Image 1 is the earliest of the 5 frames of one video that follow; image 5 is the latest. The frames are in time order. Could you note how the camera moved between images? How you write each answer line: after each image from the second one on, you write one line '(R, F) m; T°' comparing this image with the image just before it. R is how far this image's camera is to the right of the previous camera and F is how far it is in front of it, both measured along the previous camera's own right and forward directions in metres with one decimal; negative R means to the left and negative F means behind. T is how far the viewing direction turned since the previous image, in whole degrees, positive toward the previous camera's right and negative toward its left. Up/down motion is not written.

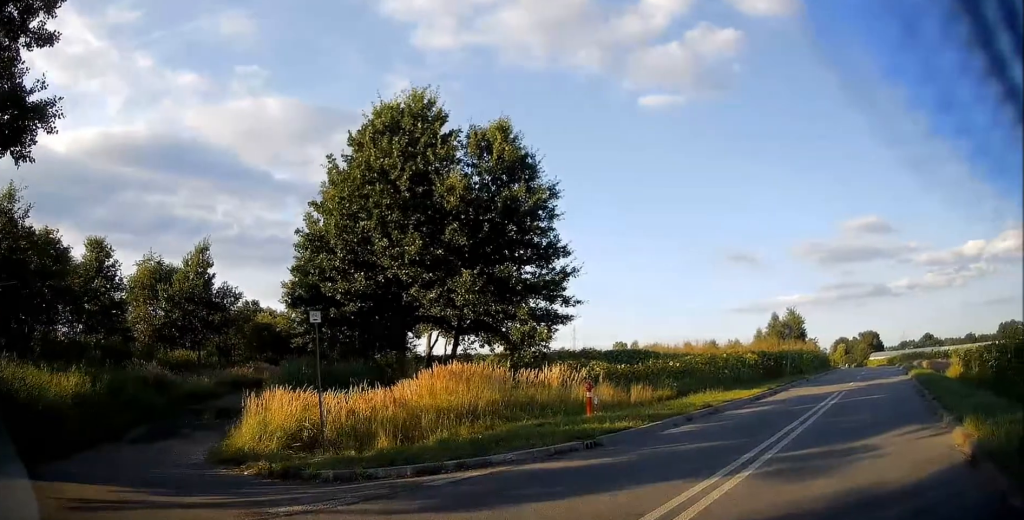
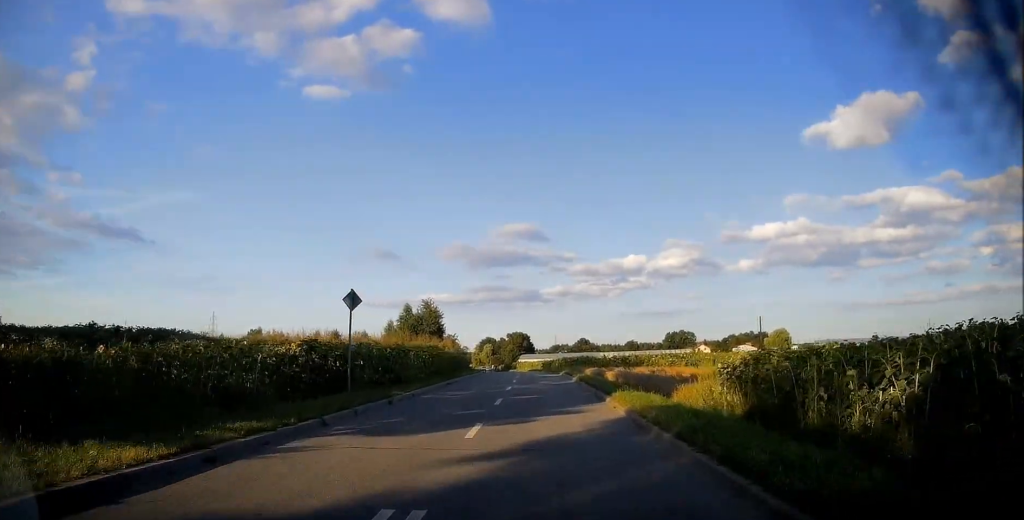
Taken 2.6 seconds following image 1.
(+3.6, +17.0) m; +12°
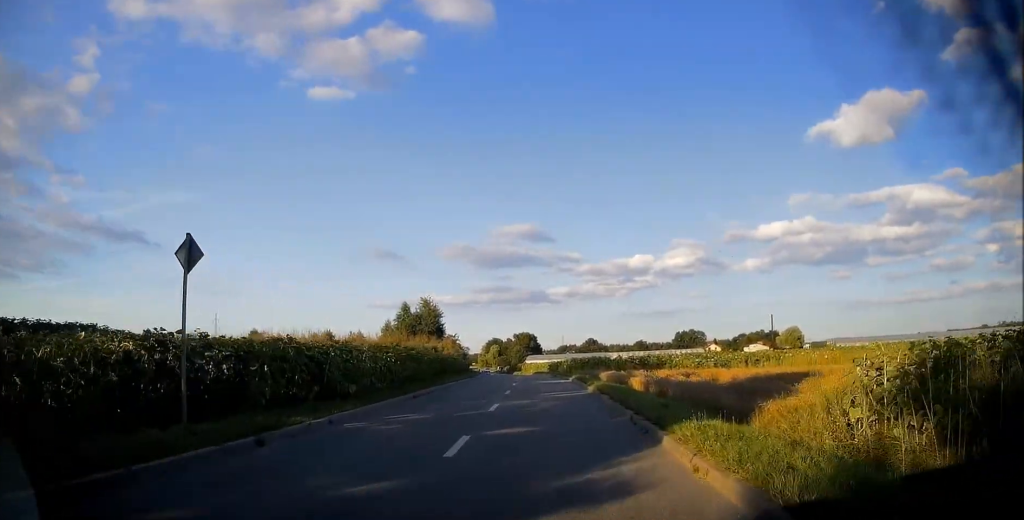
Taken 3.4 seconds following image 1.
(0.0, +7.8) m; 0°
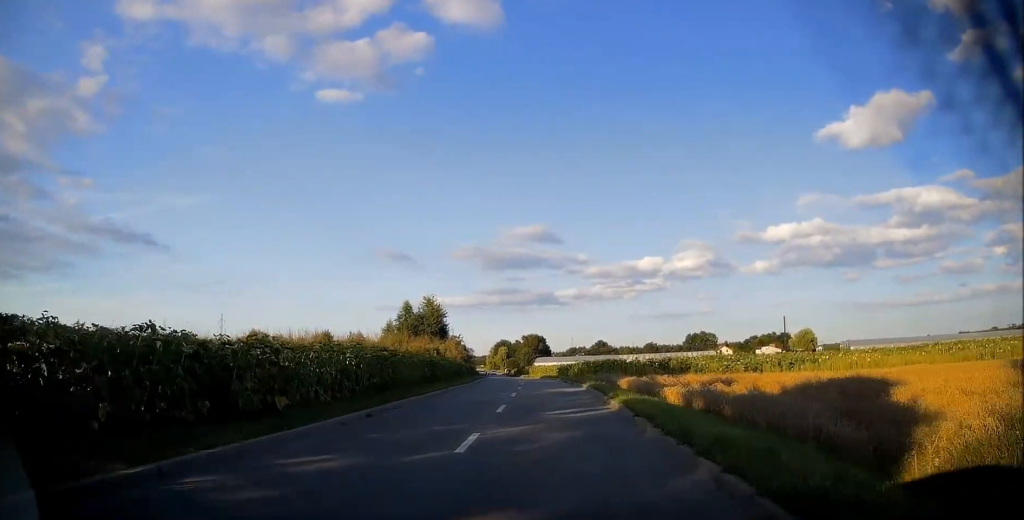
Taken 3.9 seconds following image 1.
(0.0, +5.6) m; 0°
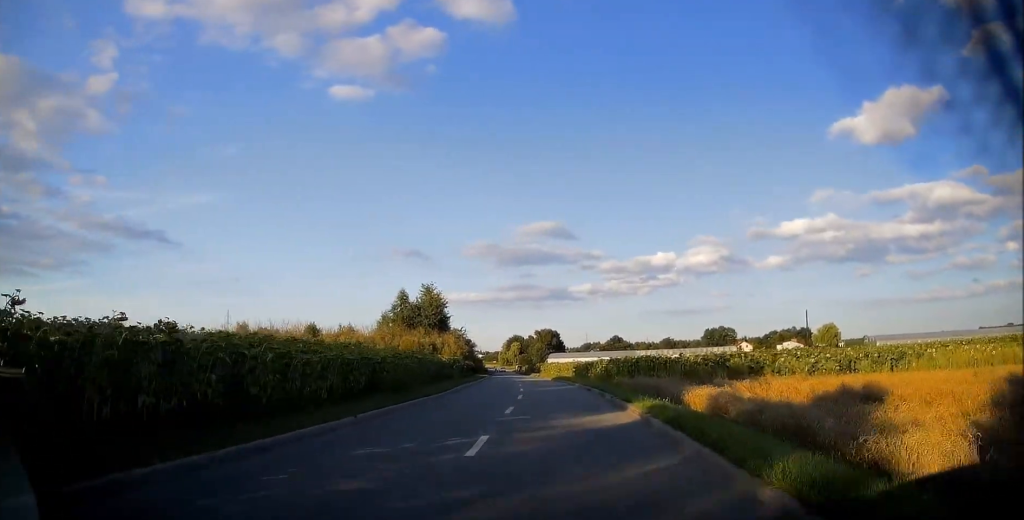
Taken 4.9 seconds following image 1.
(-0.1, +13.0) m; -2°
